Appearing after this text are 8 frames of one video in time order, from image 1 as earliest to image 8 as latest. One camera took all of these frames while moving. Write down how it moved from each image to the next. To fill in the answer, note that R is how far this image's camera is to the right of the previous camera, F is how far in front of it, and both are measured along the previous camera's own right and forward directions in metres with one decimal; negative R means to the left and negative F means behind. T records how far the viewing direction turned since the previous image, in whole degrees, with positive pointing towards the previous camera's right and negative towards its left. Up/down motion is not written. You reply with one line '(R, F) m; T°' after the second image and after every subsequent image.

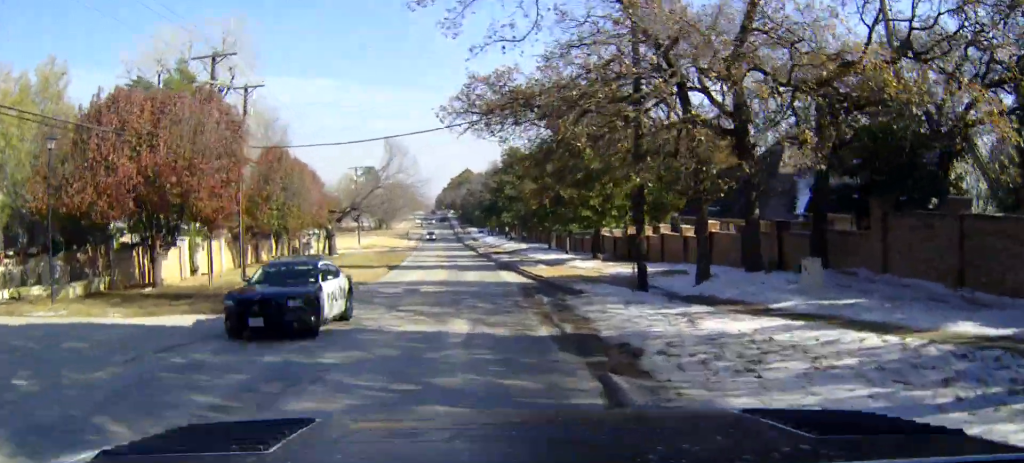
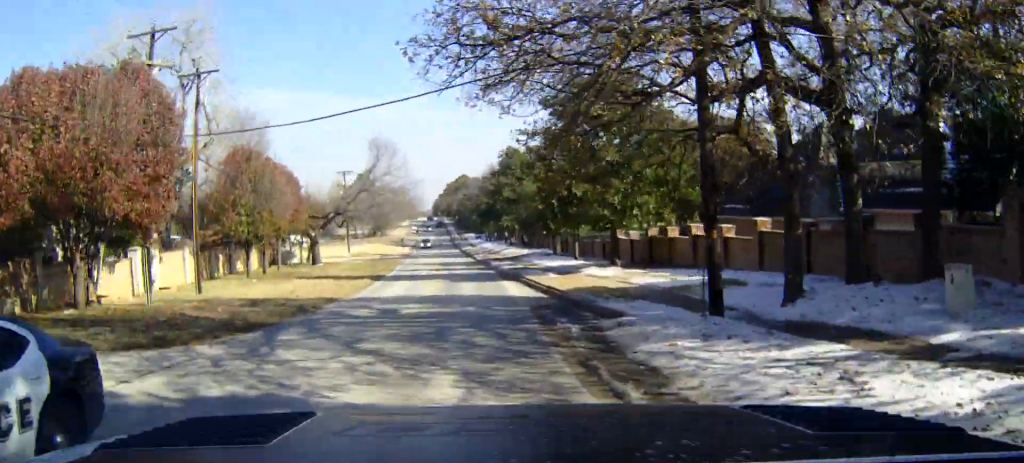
(0.0, +7.2) m; 0°
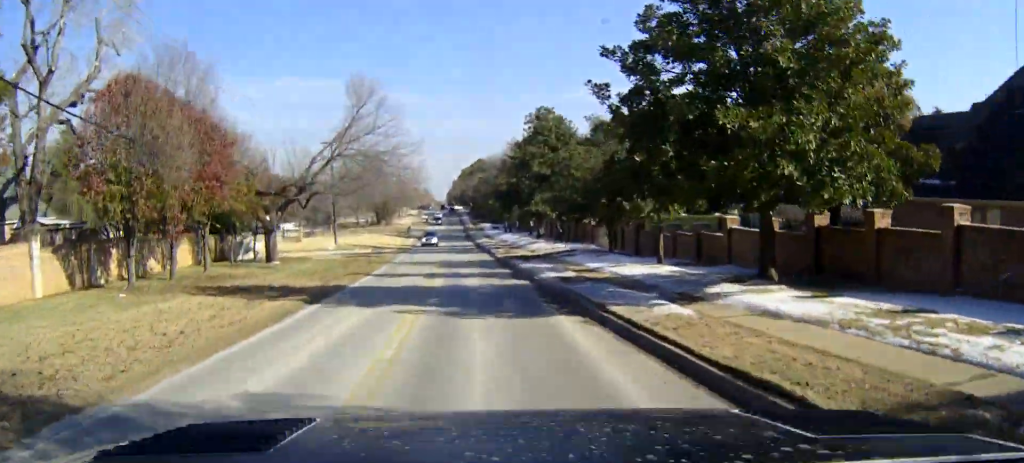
(0.0, +21.0) m; 0°
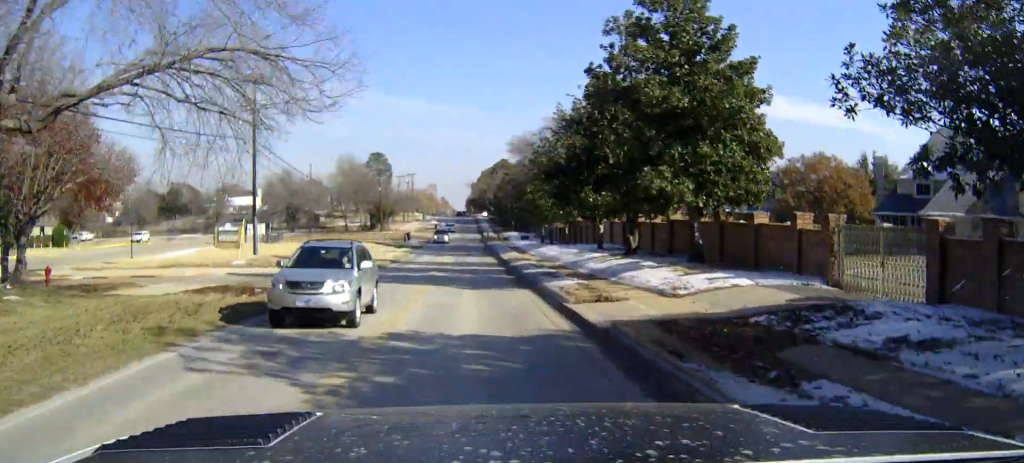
(-0.5, +35.8) m; -2°
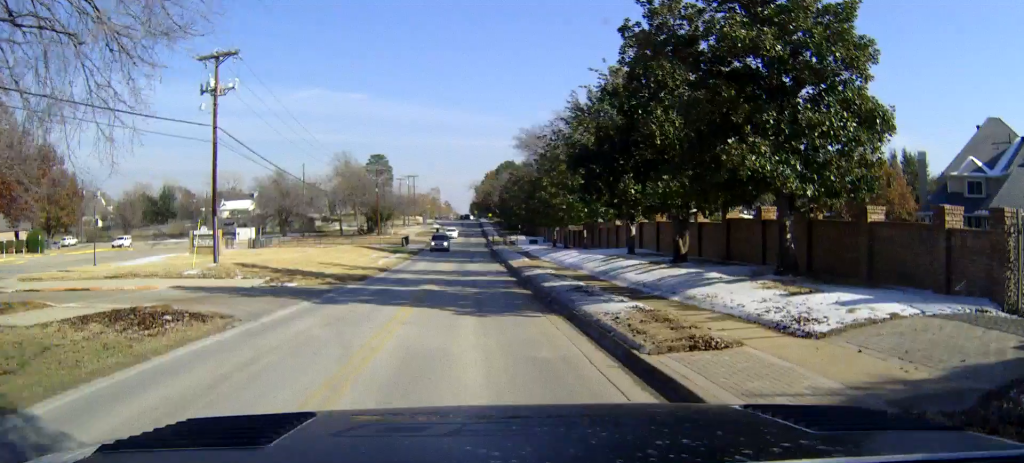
(0.0, +8.0) m; 0°
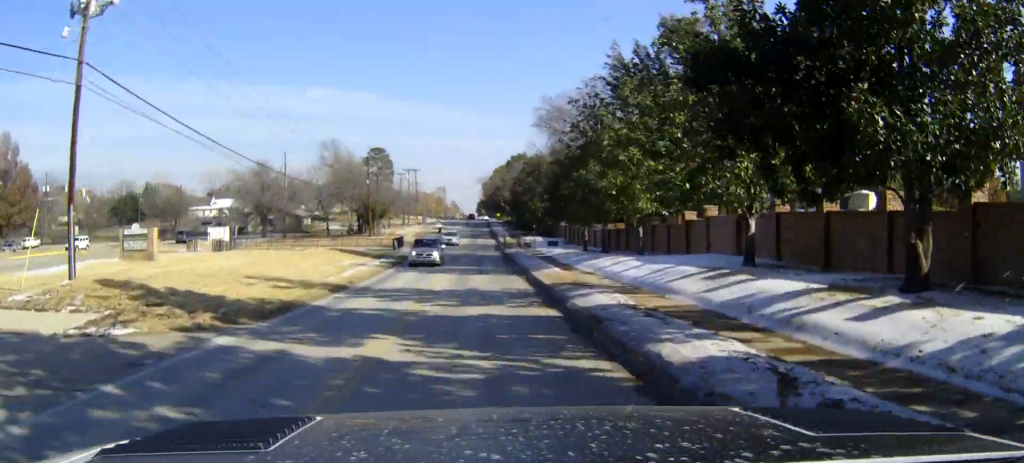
(-0.1, +15.6) m; 0°
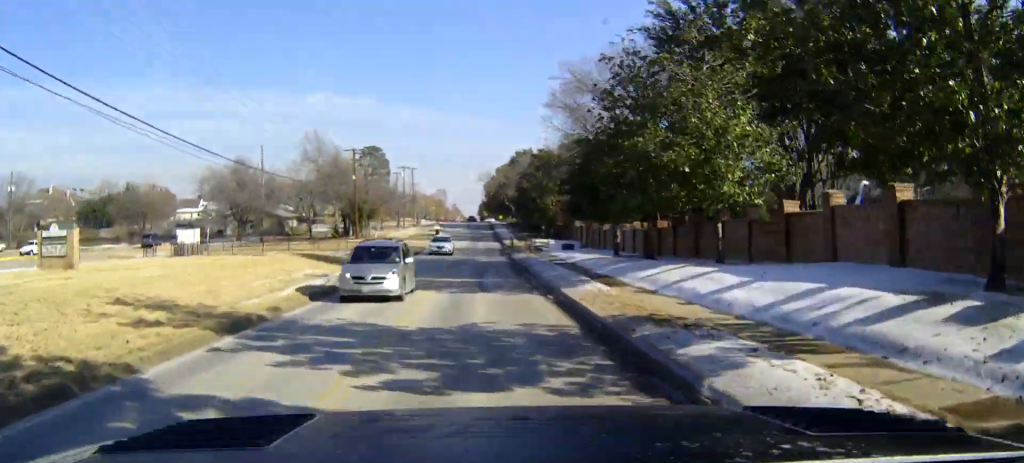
(0.0, +11.5) m; 0°
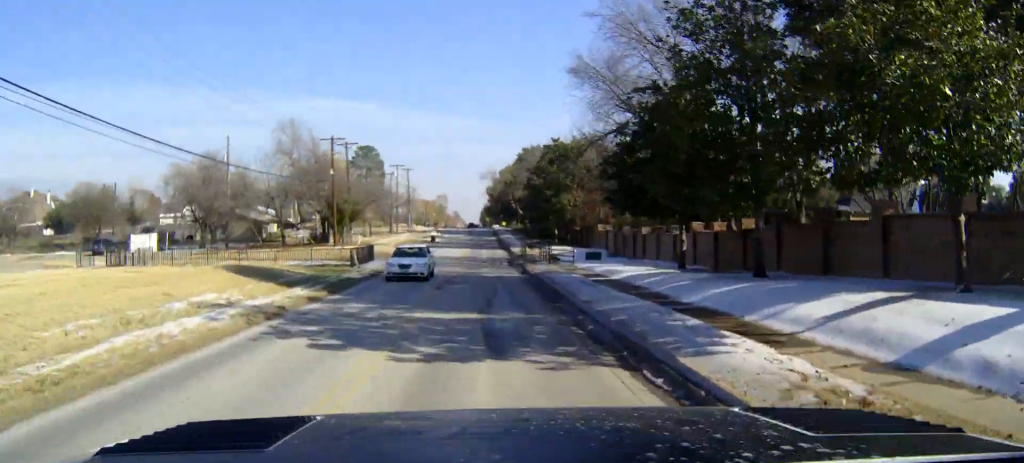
(0.0, +13.0) m; 0°
